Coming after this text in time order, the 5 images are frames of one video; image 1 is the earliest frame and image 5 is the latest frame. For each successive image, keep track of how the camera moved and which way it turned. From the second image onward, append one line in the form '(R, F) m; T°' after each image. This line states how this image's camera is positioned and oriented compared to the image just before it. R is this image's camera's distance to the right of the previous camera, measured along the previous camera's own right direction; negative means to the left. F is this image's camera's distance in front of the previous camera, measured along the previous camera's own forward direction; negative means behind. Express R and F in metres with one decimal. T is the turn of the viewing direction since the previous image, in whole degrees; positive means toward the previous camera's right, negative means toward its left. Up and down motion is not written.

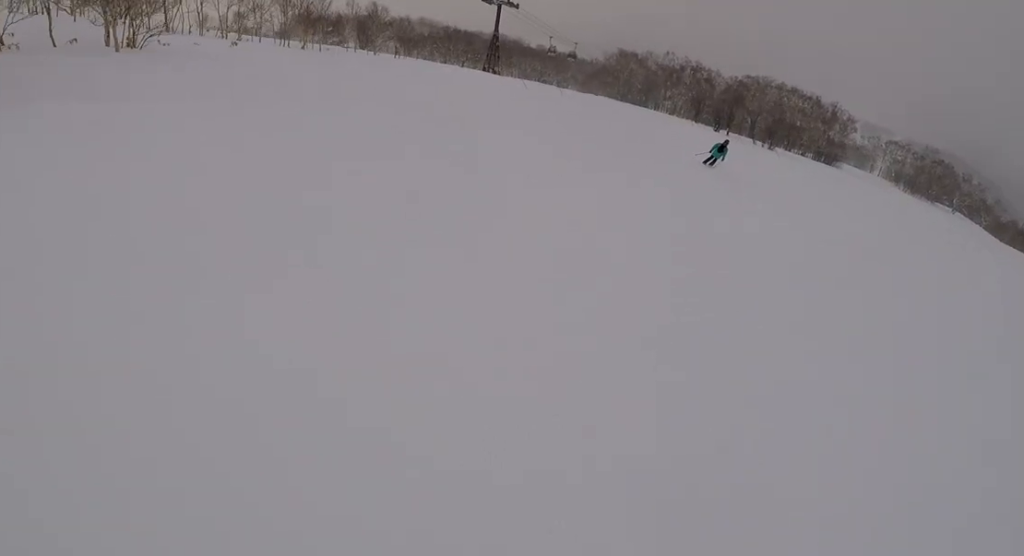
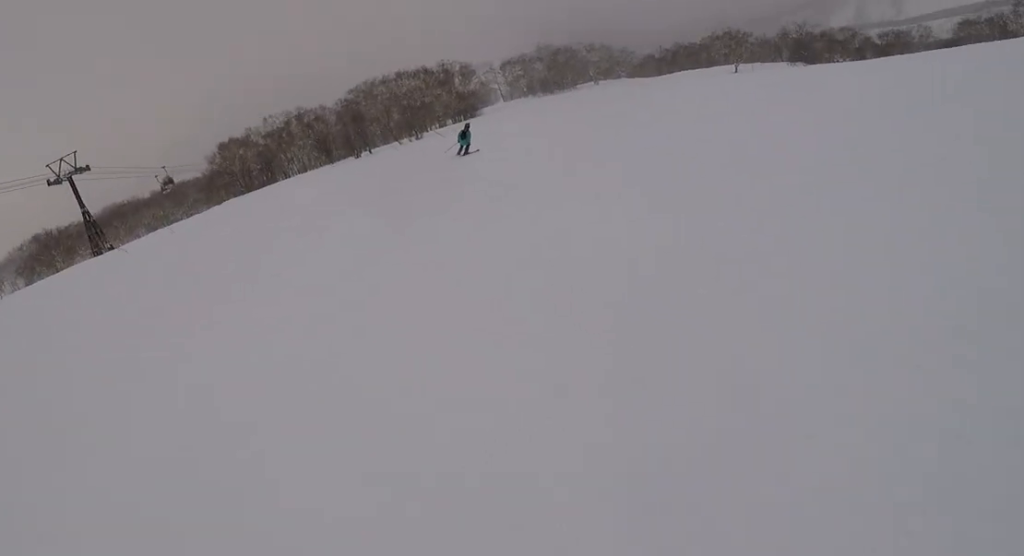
(-0.5, +14.7) m; +13°
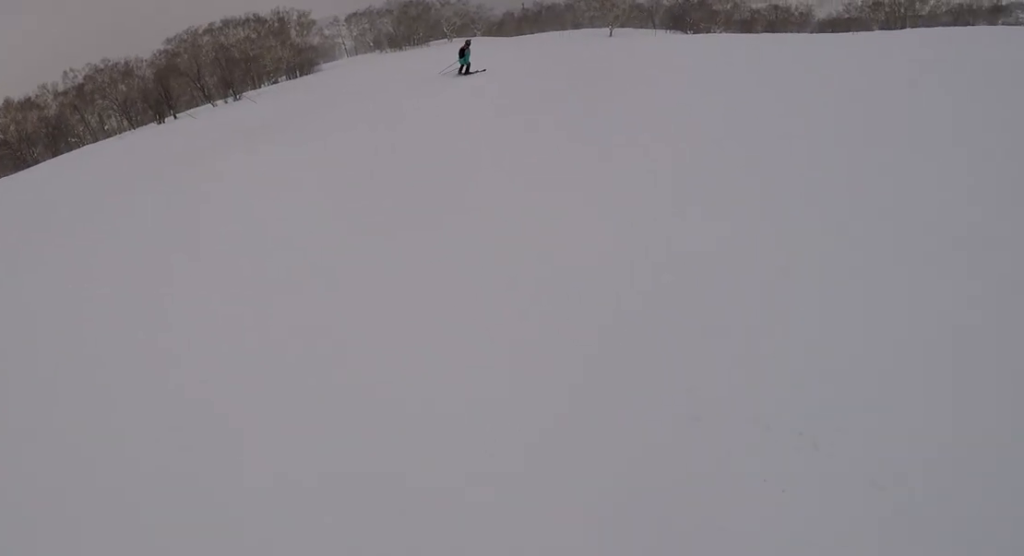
(+3.7, +15.2) m; +9°
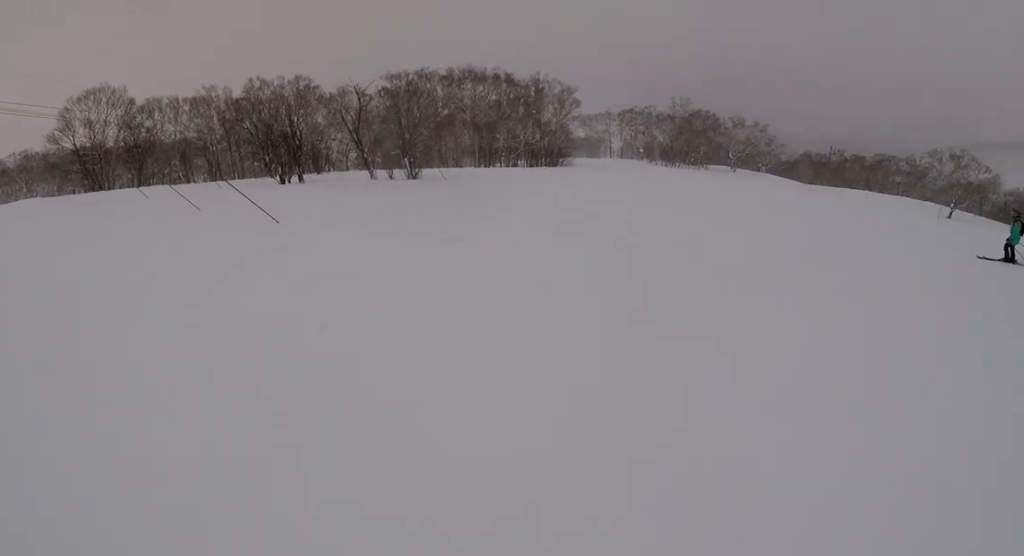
(-8.6, +30.4) m; -17°
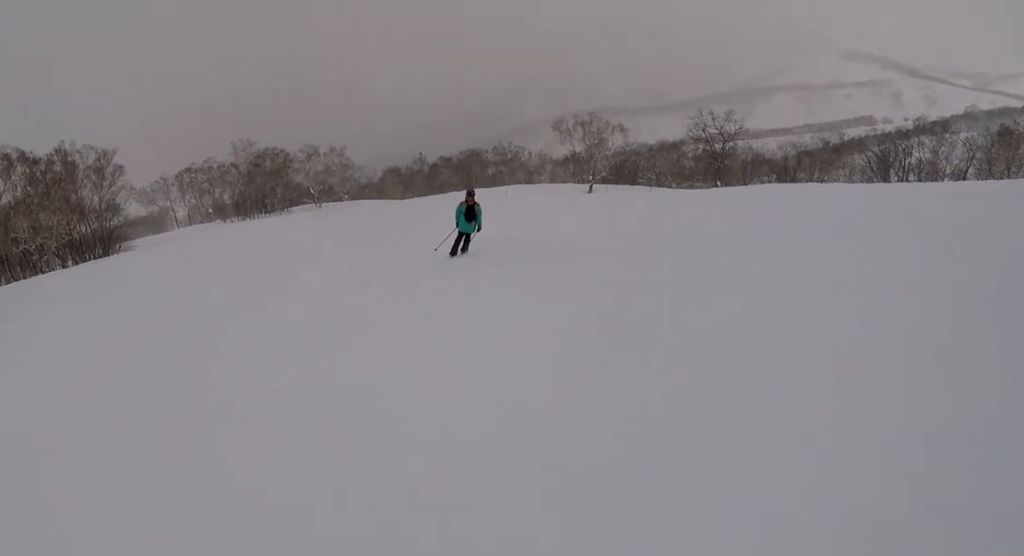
(+6.9, +19.6) m; +26°
